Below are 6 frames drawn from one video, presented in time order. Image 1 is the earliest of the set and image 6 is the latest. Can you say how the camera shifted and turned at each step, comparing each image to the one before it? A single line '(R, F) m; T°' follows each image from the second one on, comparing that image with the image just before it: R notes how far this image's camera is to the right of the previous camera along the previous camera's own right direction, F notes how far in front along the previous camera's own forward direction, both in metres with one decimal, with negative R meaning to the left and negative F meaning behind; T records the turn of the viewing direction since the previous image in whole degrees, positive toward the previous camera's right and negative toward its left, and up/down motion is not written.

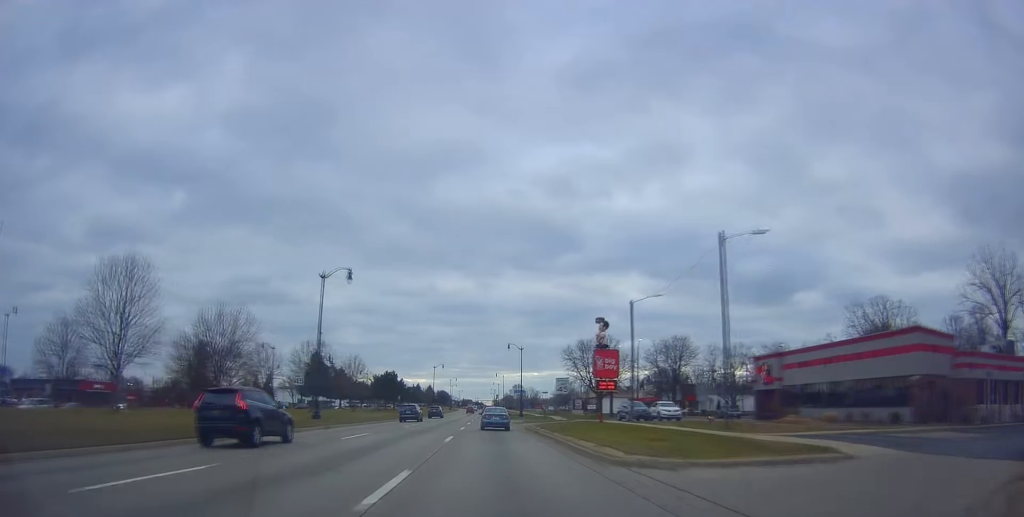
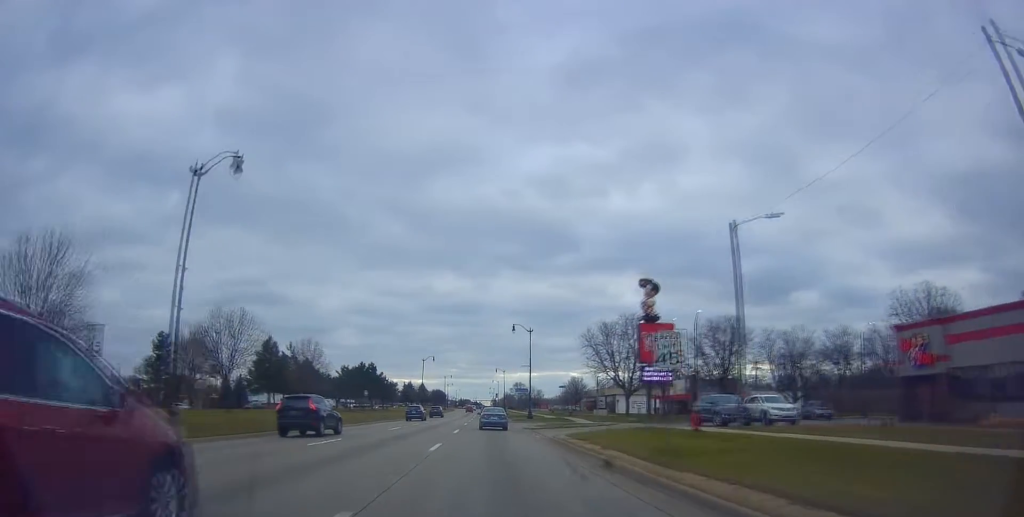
(+0.3, +19.8) m; +1°
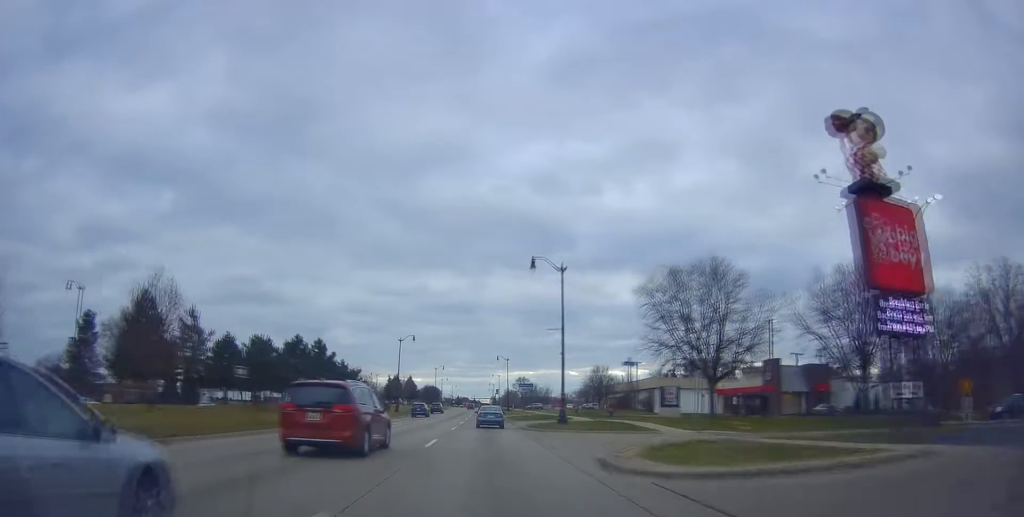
(0.0, +29.4) m; -2°
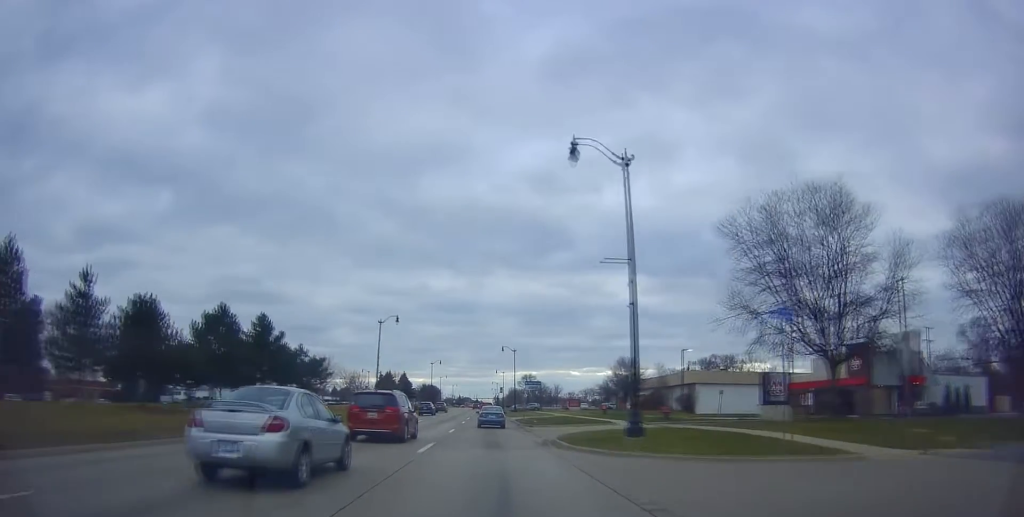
(-0.6, +17.9) m; -1°
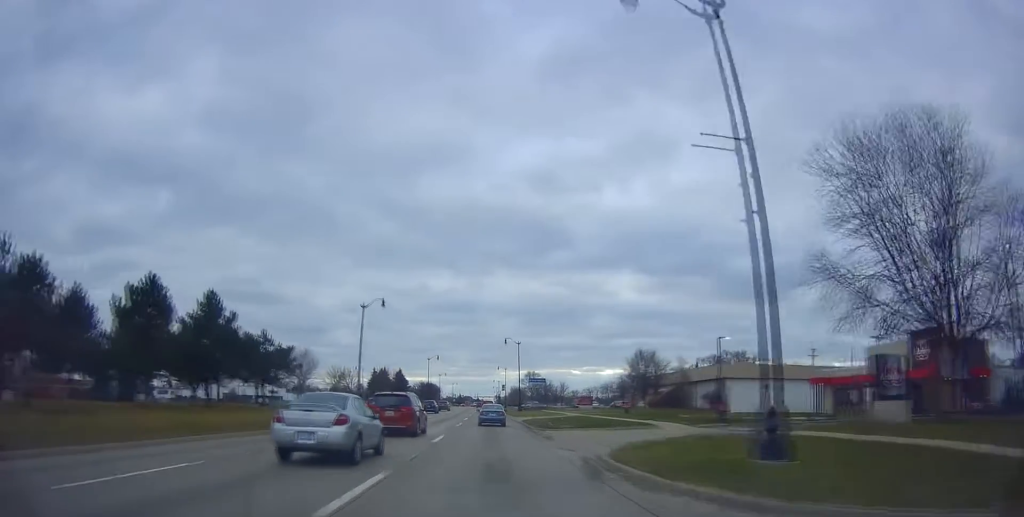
(0.0, +9.9) m; 0°
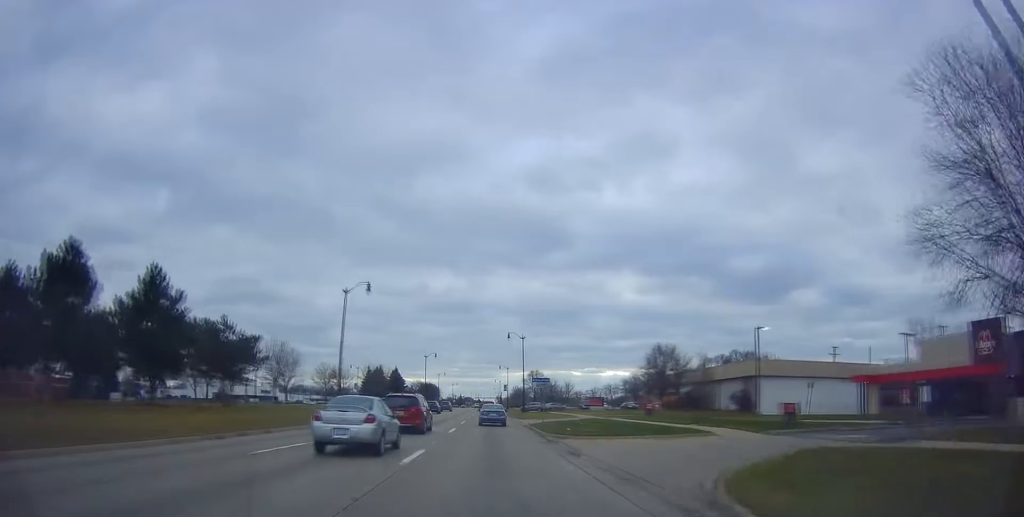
(+0.4, +7.8) m; 0°
